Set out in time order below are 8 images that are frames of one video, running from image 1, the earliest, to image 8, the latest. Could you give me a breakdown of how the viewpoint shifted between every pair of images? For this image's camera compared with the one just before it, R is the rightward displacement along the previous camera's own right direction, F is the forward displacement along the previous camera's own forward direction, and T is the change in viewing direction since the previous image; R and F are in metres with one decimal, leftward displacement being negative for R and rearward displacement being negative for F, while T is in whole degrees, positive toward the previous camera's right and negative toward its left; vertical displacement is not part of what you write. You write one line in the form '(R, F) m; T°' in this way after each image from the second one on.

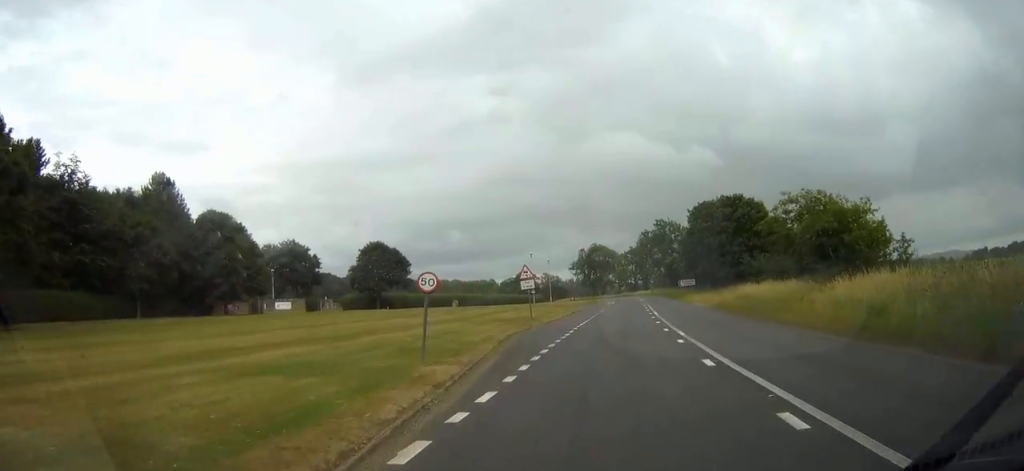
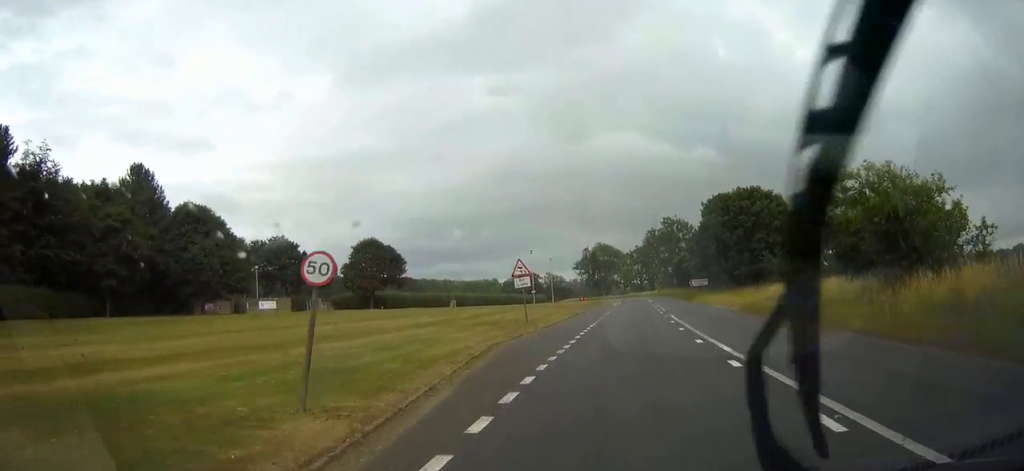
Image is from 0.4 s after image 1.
(0.0, +6.2) m; 0°
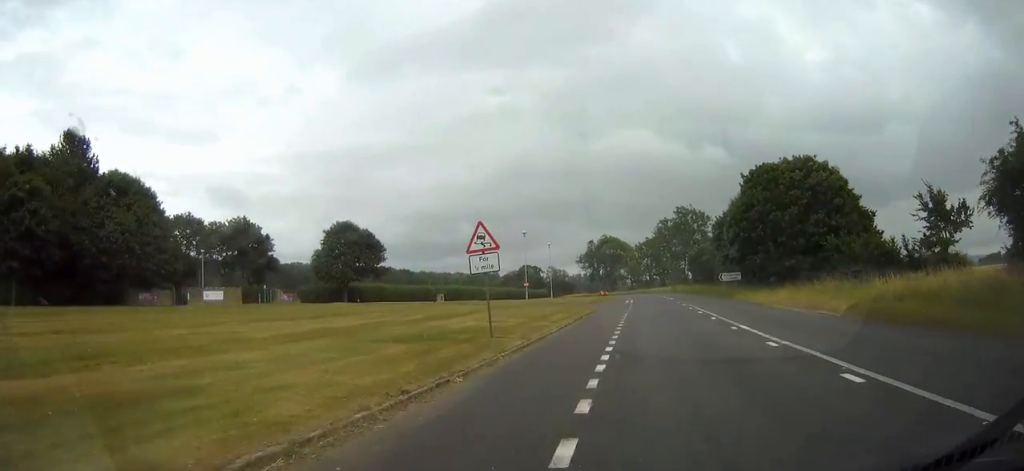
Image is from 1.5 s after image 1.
(0.0, +15.6) m; 0°
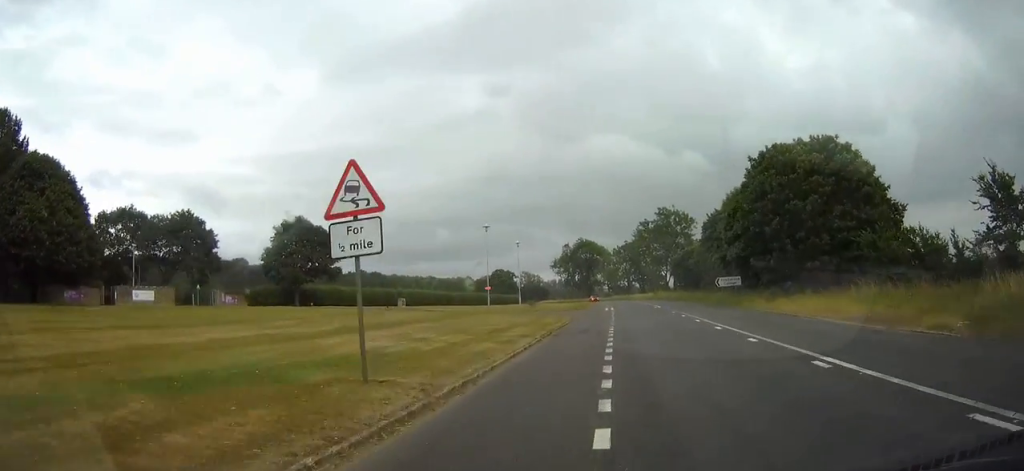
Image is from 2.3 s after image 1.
(0.0, +10.0) m; +1°
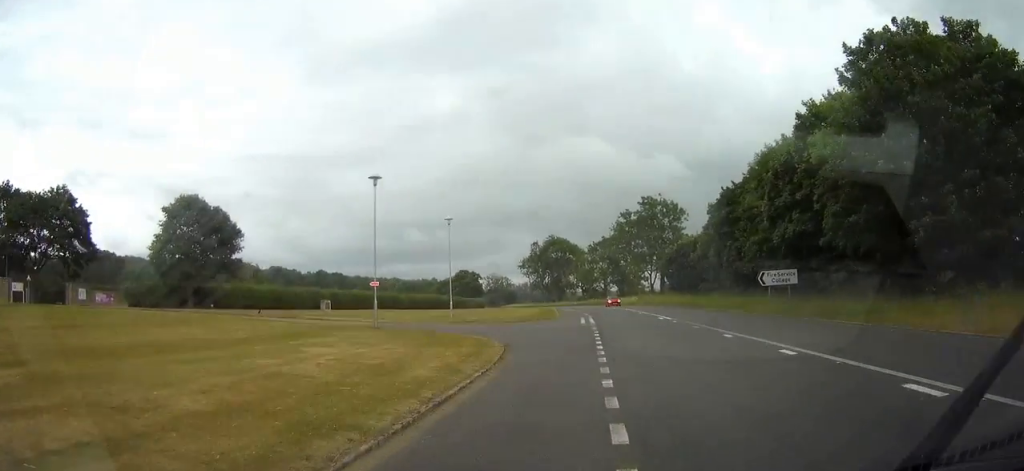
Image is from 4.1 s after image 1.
(+0.6, +22.1) m; +2°
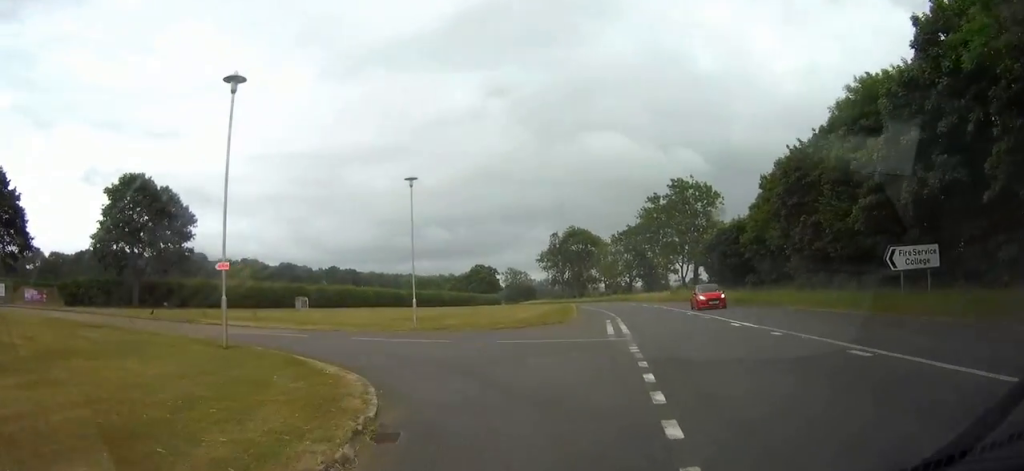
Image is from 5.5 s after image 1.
(+0.1, +14.7) m; 0°
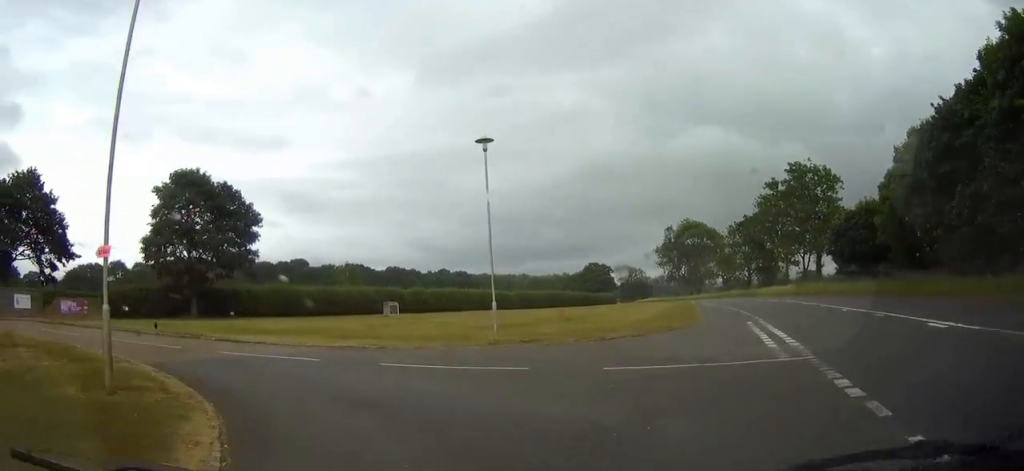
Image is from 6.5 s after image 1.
(-0.2, +8.2) m; -8°
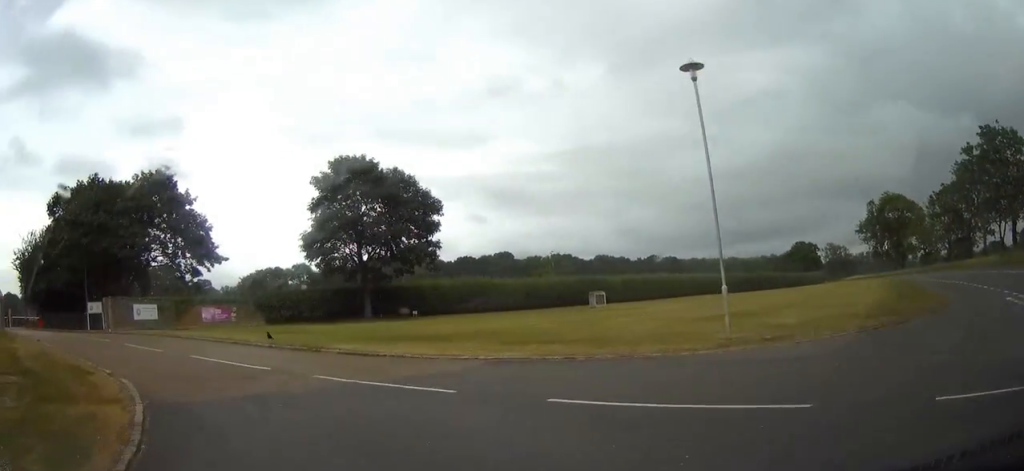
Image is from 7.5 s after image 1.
(-0.9, +6.4) m; -19°
